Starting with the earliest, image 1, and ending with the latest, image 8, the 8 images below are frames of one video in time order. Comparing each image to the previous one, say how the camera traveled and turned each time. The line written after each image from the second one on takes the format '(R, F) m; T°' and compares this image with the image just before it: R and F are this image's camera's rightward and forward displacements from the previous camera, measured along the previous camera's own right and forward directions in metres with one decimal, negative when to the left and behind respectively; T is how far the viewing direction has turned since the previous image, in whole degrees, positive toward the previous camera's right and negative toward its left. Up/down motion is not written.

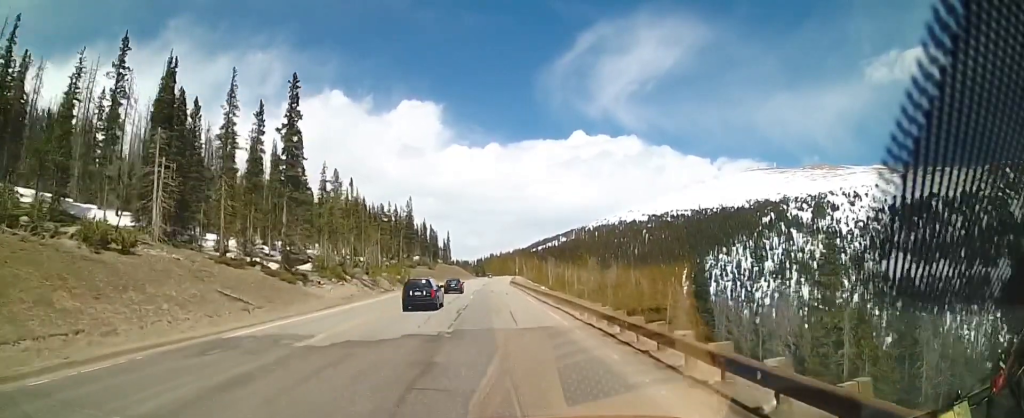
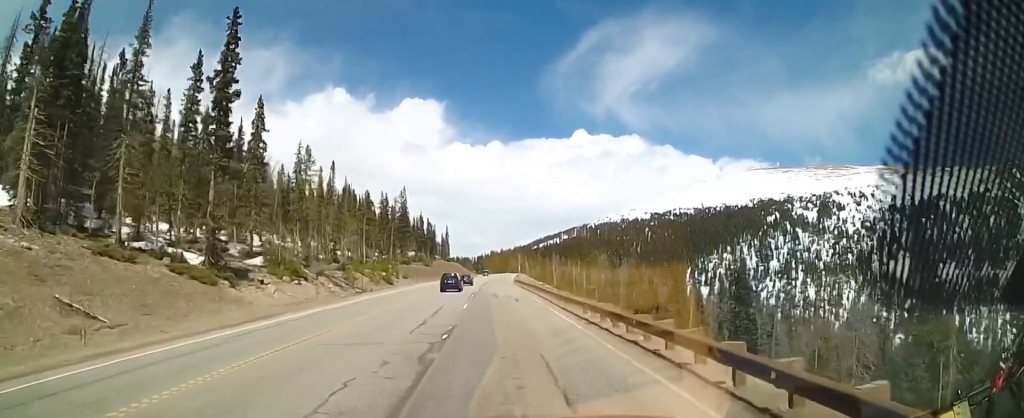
(+0.8, +15.2) m; +3°
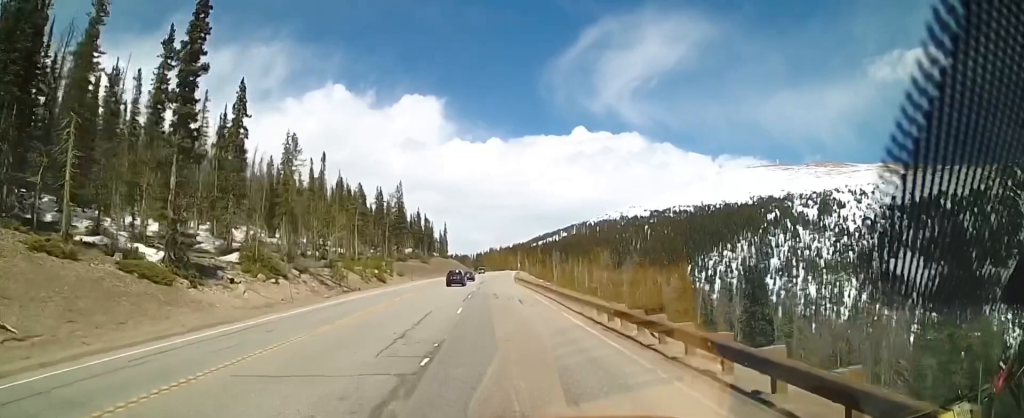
(+0.2, +5.2) m; -1°
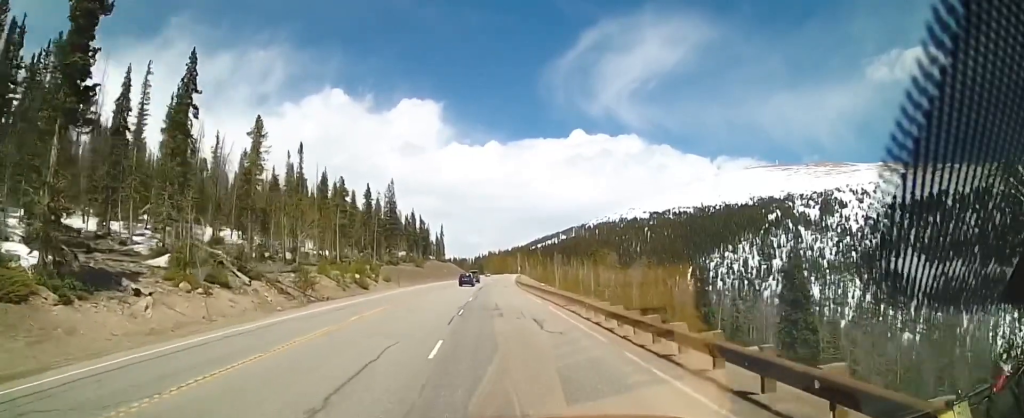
(-0.7, +11.3) m; -1°
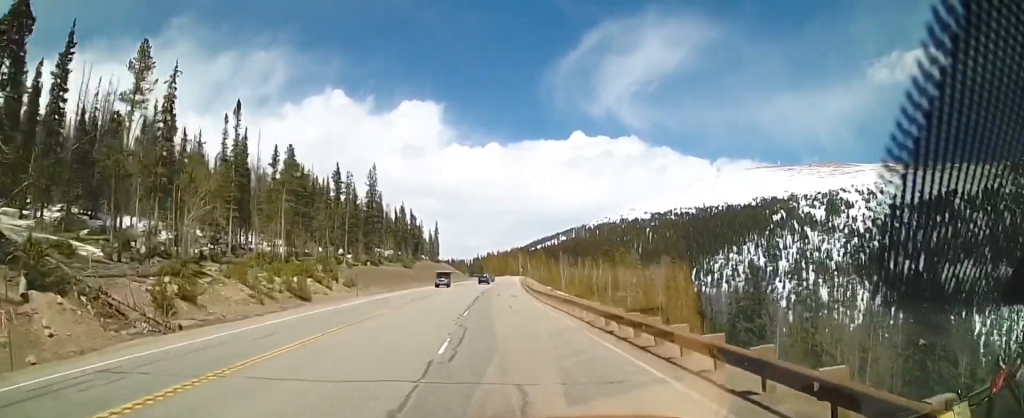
(+0.5, +22.9) m; -1°
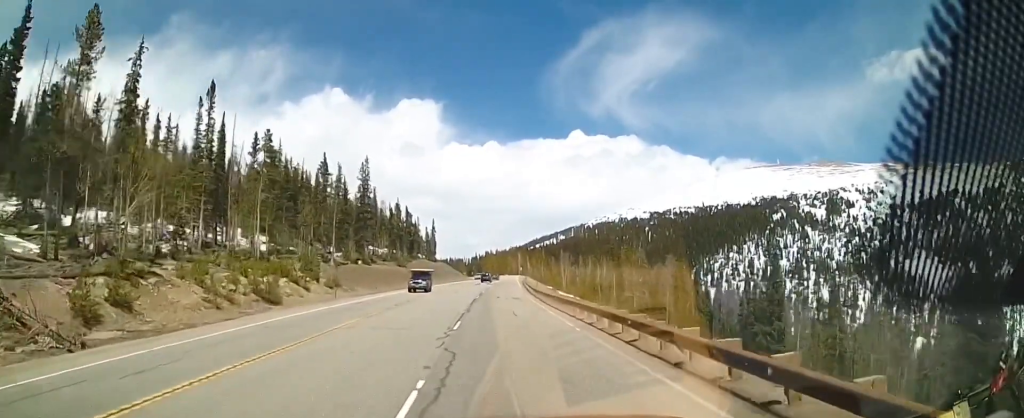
(-0.1, +6.4) m; 0°
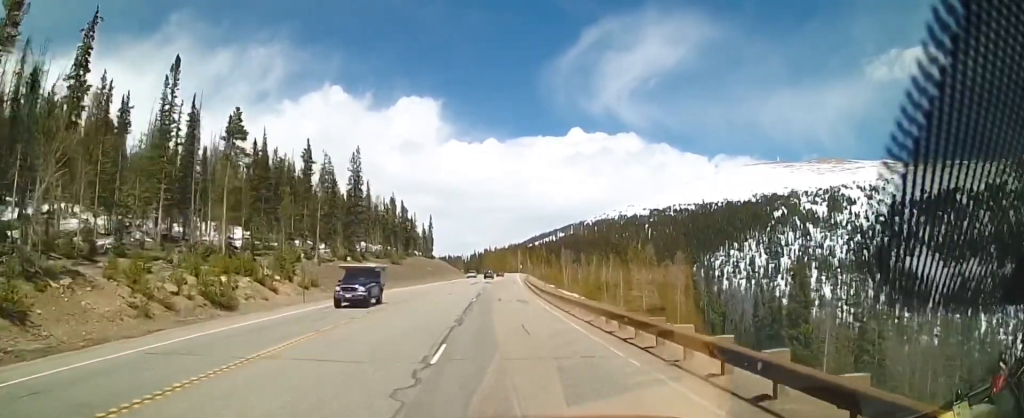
(0.0, +7.3) m; +2°
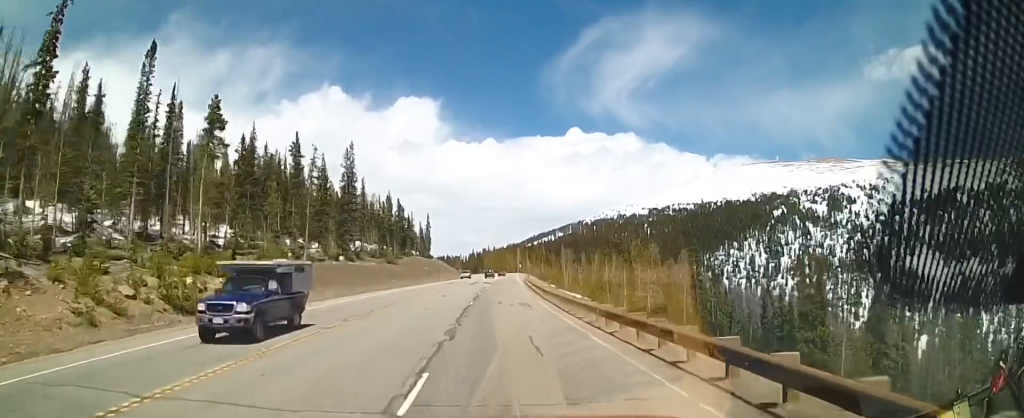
(+0.1, +4.1) m; +1°
